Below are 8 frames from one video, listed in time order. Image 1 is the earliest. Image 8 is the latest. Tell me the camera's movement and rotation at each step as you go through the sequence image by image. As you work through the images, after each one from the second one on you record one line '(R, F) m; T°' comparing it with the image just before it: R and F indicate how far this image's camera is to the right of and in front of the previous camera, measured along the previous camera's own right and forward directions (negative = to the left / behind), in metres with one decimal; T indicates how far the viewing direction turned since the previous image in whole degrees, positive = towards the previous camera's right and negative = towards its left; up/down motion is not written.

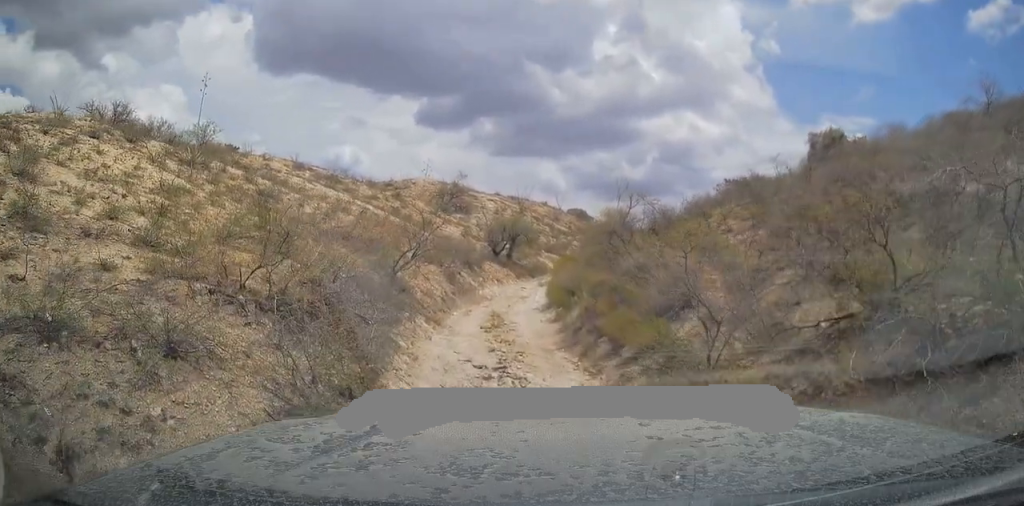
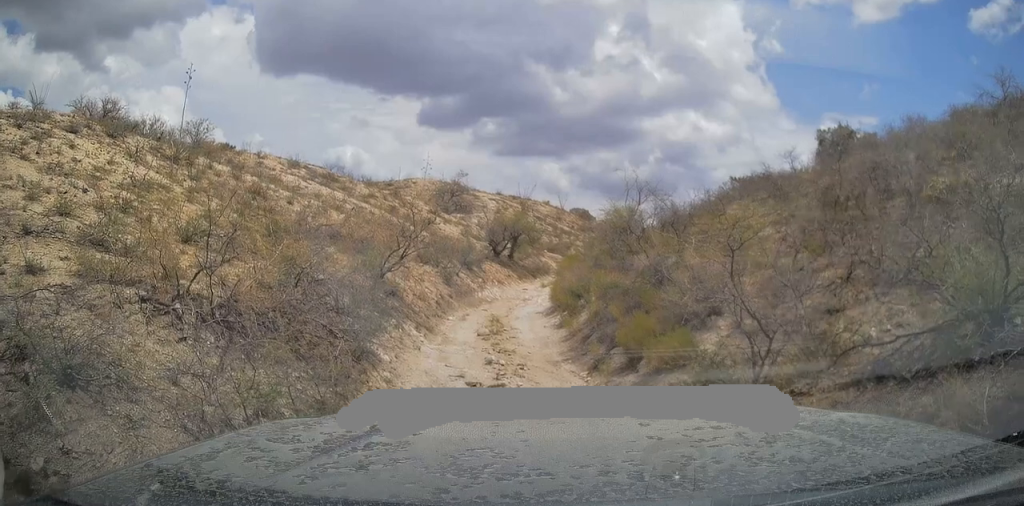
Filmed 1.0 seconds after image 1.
(+0.3, +0.8) m; 0°
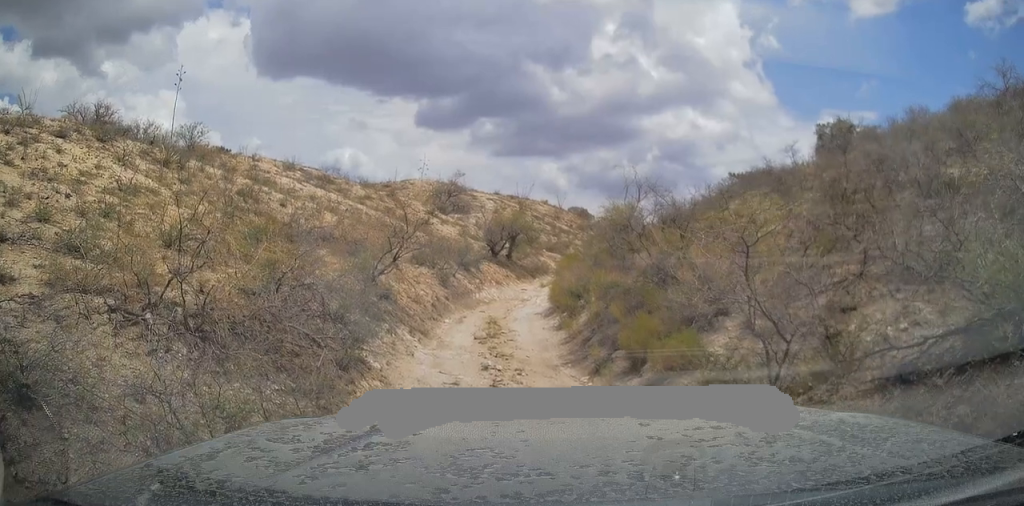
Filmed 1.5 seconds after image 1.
(+0.1, +0.2) m; 0°
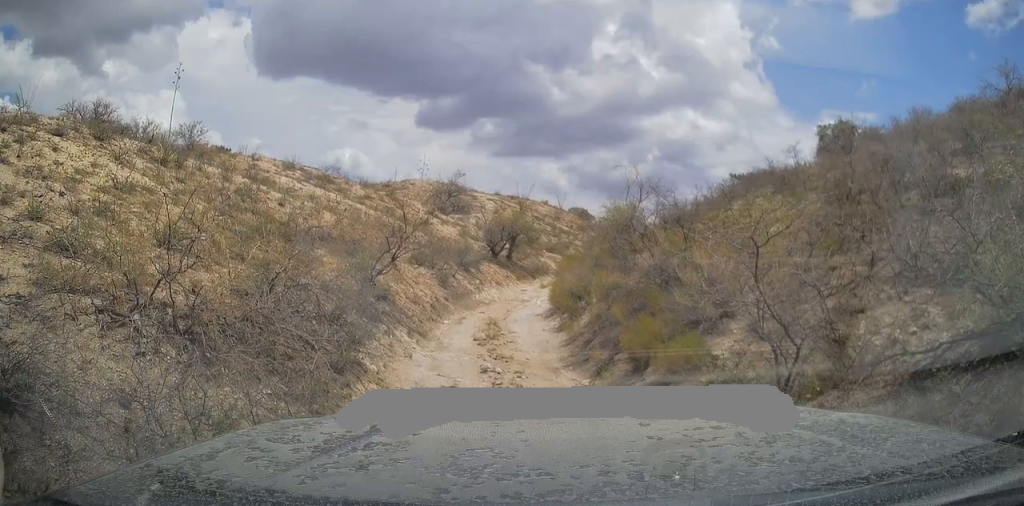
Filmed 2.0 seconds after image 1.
(-0.1, 0.0) m; 0°
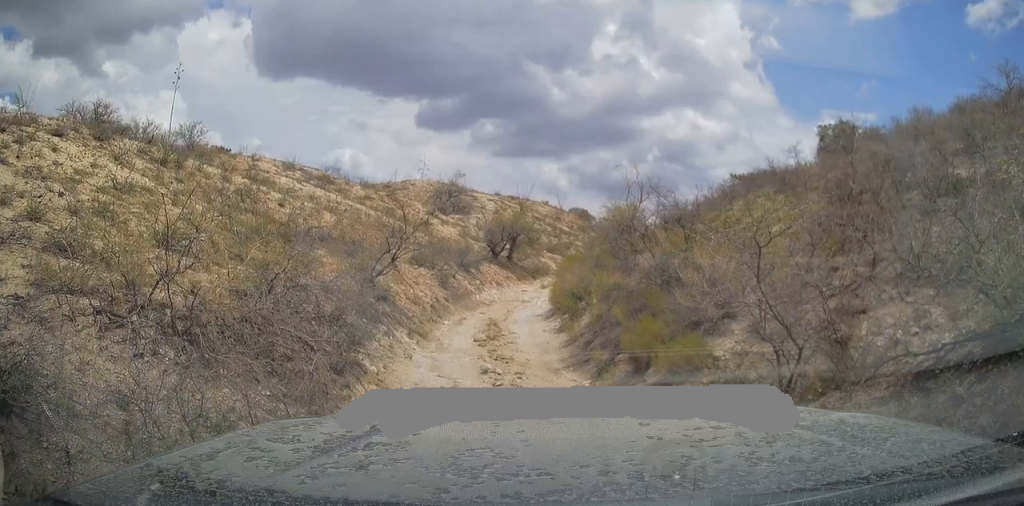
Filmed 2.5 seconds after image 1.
(-0.1, 0.0) m; 0°
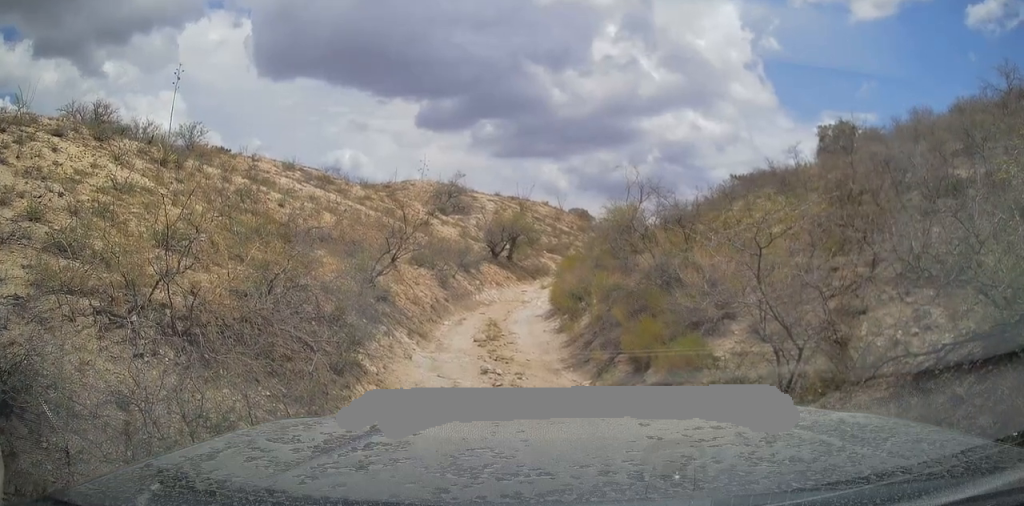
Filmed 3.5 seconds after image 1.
(0.0, 0.0) m; 0°
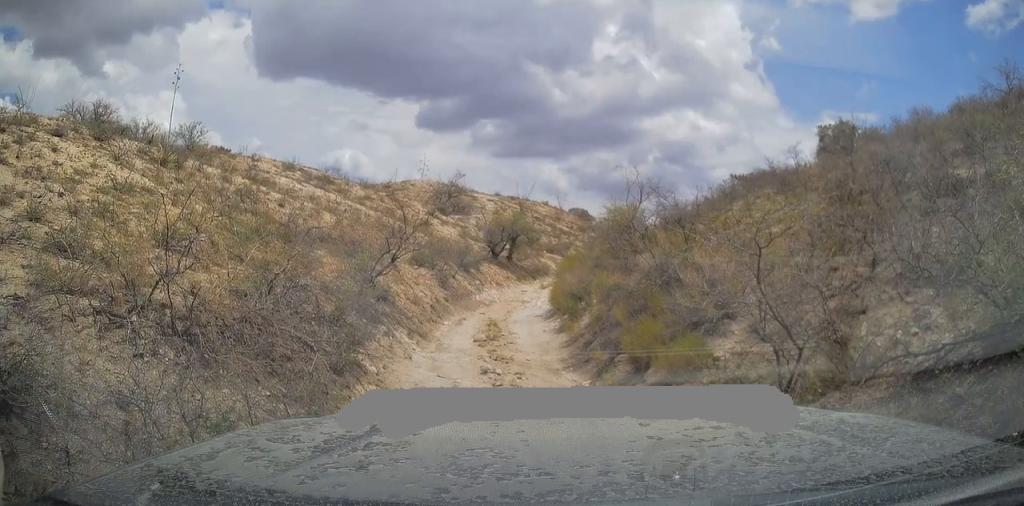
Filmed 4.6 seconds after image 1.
(0.0, 0.0) m; 0°
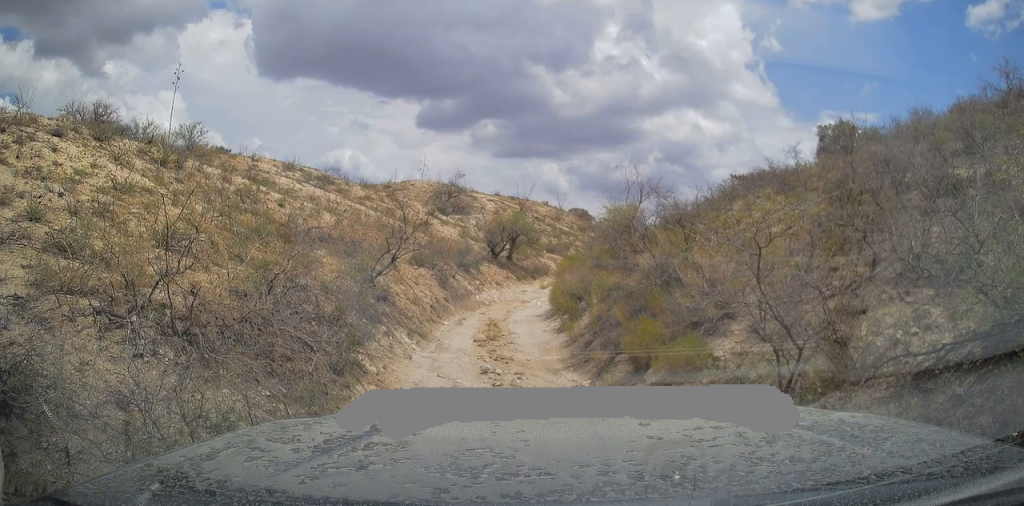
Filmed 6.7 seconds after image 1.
(+0.2, +0.5) m; 0°
